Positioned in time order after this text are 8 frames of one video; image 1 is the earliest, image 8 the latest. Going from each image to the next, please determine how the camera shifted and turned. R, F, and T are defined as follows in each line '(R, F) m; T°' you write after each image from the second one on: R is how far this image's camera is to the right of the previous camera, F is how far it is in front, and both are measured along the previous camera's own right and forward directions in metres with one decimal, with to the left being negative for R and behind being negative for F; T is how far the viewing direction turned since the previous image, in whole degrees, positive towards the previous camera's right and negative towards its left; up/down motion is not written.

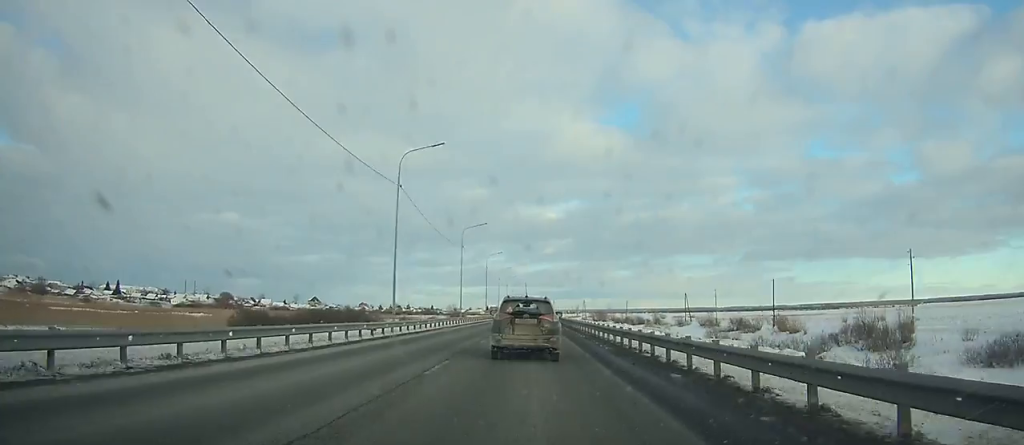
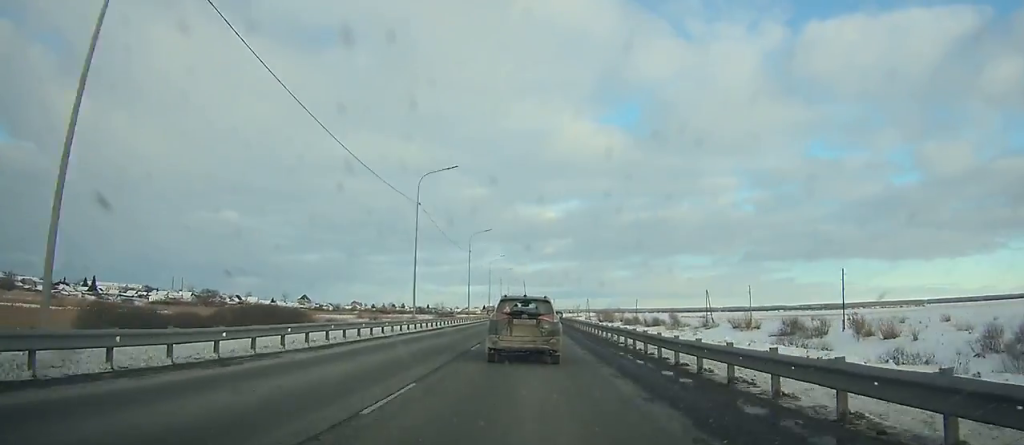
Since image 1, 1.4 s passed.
(0.0, +28.5) m; 0°
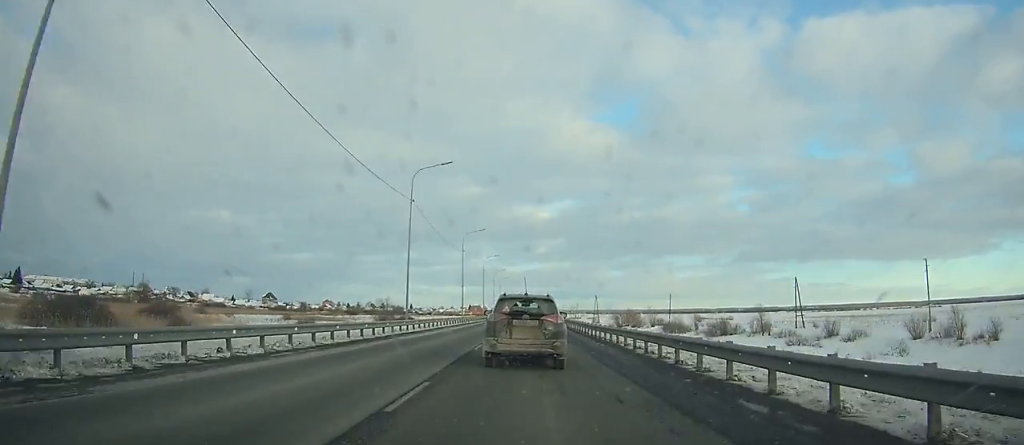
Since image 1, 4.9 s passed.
(+0.4, +70.8) m; +1°
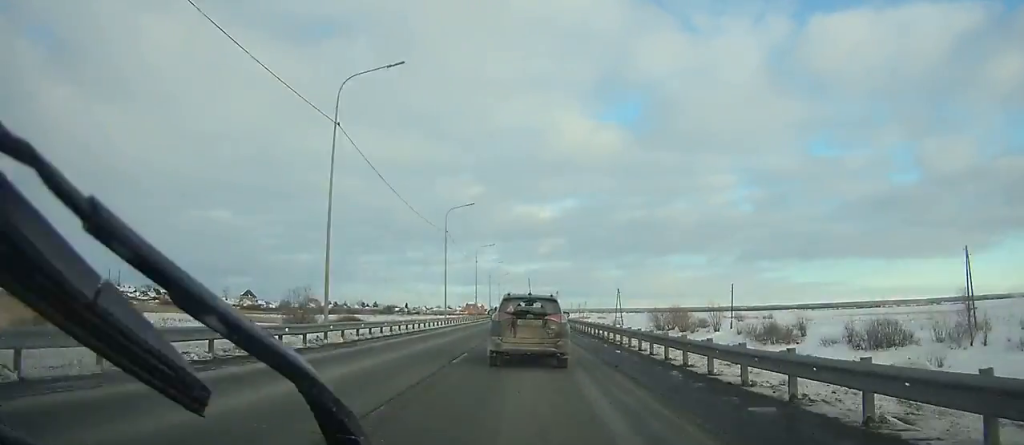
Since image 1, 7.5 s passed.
(+0.3, +51.9) m; 0°
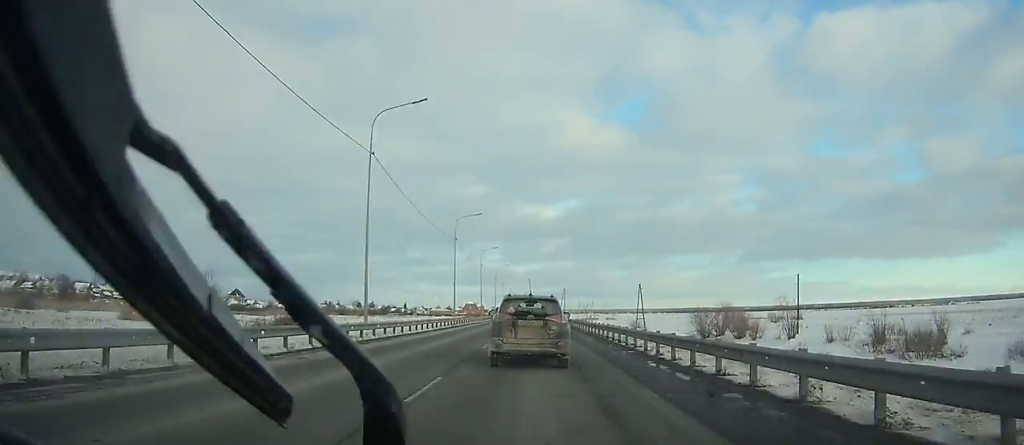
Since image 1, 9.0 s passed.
(+0.1, +29.9) m; 0°
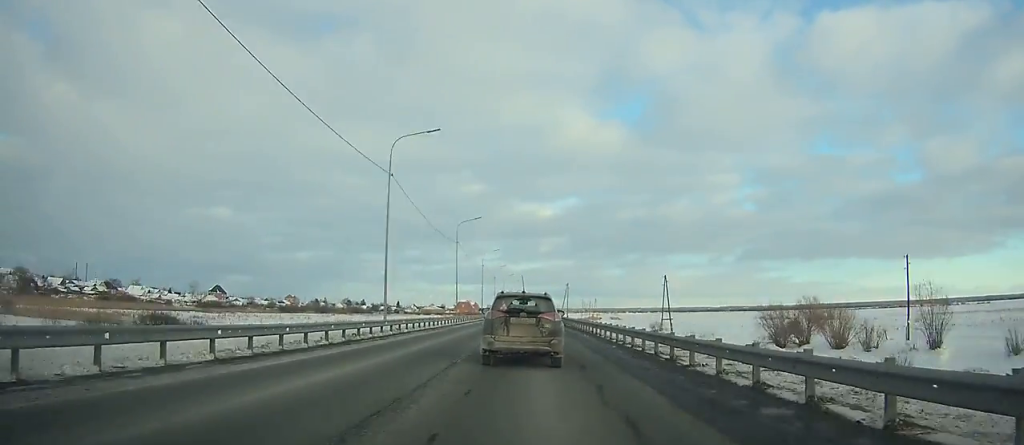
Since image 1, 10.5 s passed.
(0.0, +29.7) m; 0°
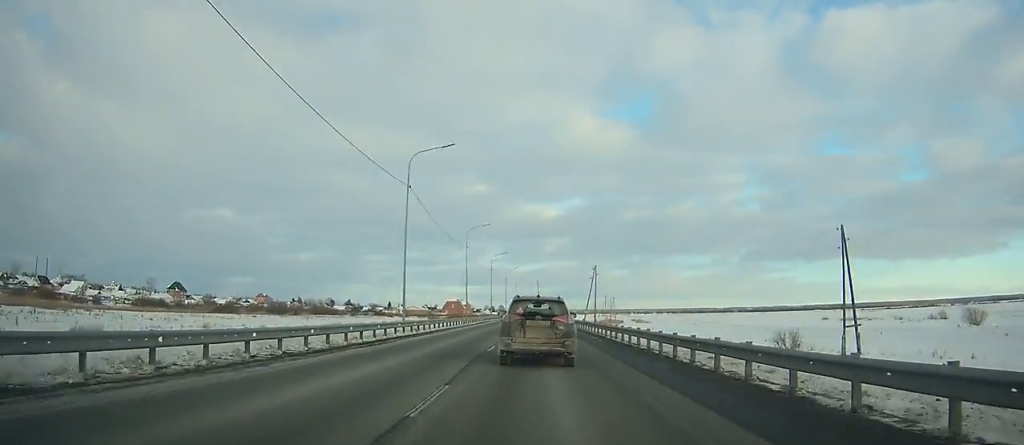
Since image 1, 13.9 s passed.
(-0.1, +67.2) m; 0°
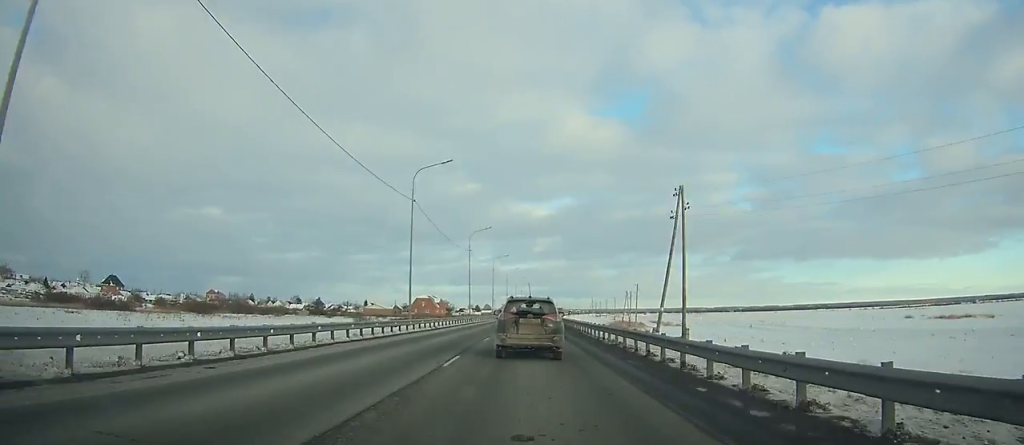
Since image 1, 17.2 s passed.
(+0.6, +65.1) m; +1°
